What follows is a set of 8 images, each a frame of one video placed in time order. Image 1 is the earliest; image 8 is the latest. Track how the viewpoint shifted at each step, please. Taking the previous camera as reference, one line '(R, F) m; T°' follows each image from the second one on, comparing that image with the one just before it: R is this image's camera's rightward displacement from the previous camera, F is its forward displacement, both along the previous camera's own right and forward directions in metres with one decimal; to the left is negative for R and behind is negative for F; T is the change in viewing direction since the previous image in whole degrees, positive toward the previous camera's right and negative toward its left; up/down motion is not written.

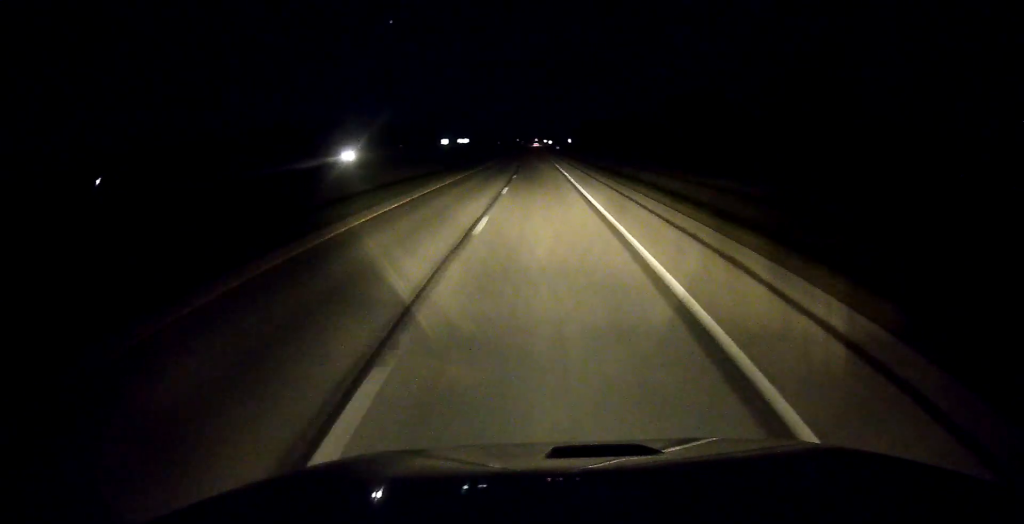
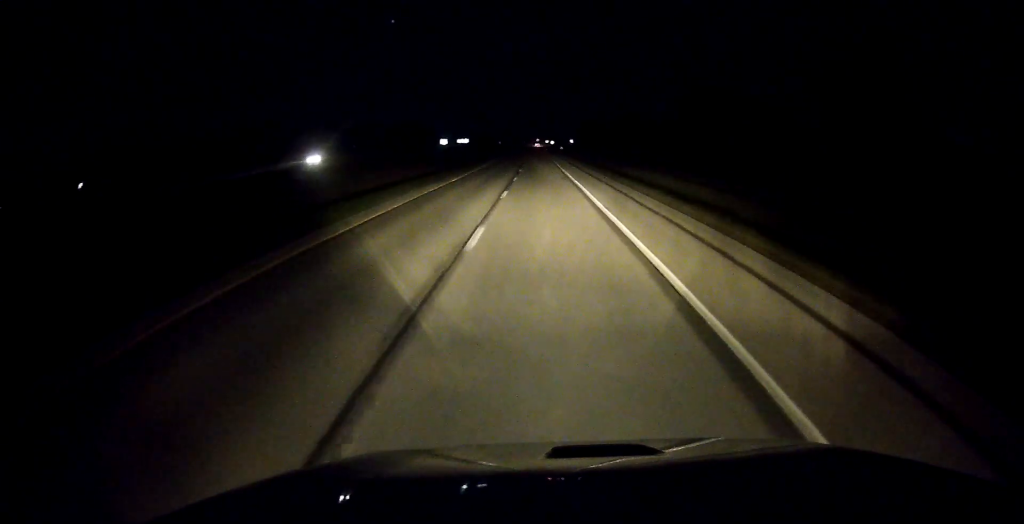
(0.0, +14.2) m; 0°
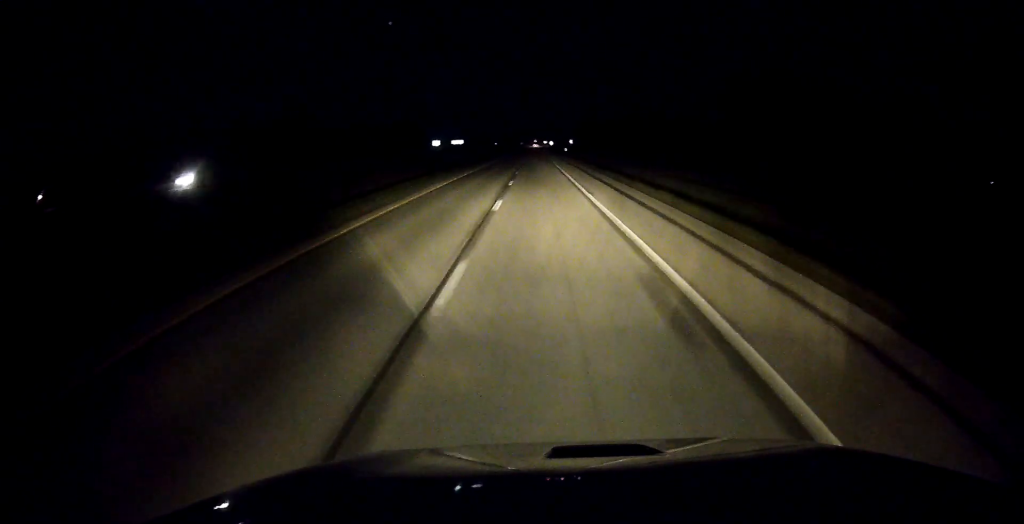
(+0.1, +28.4) m; 0°
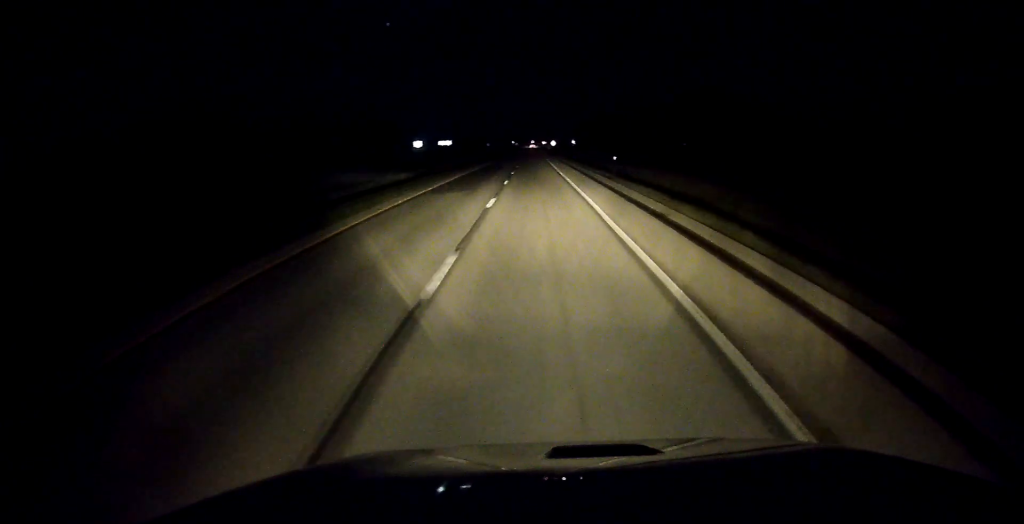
(-0.3, +70.9) m; 0°
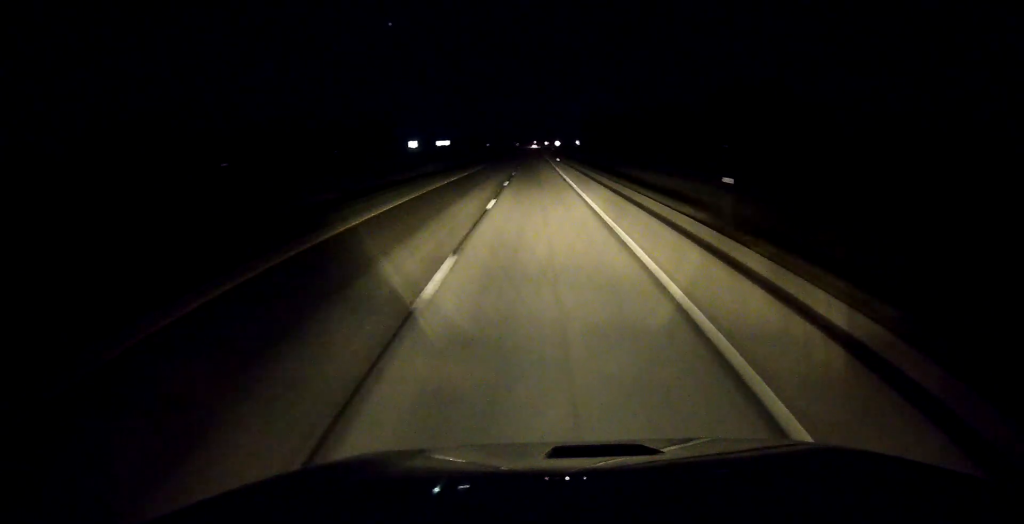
(0.0, +24.3) m; 0°
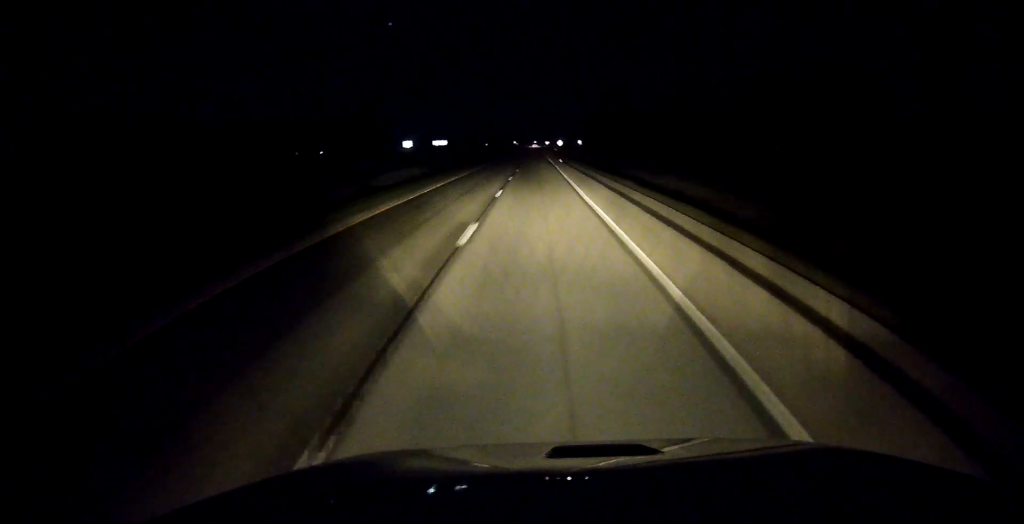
(0.0, +19.3) m; 0°
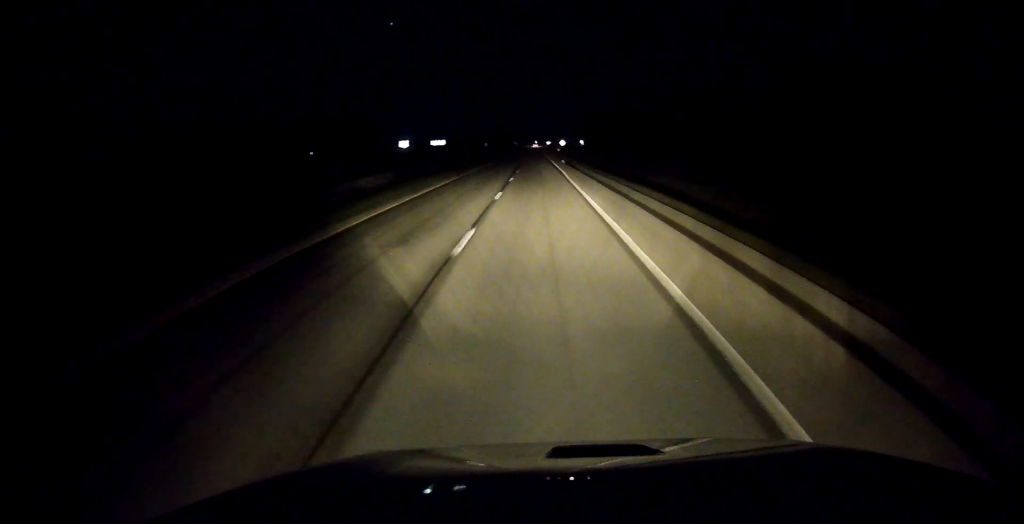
(0.0, +13.2) m; 0°
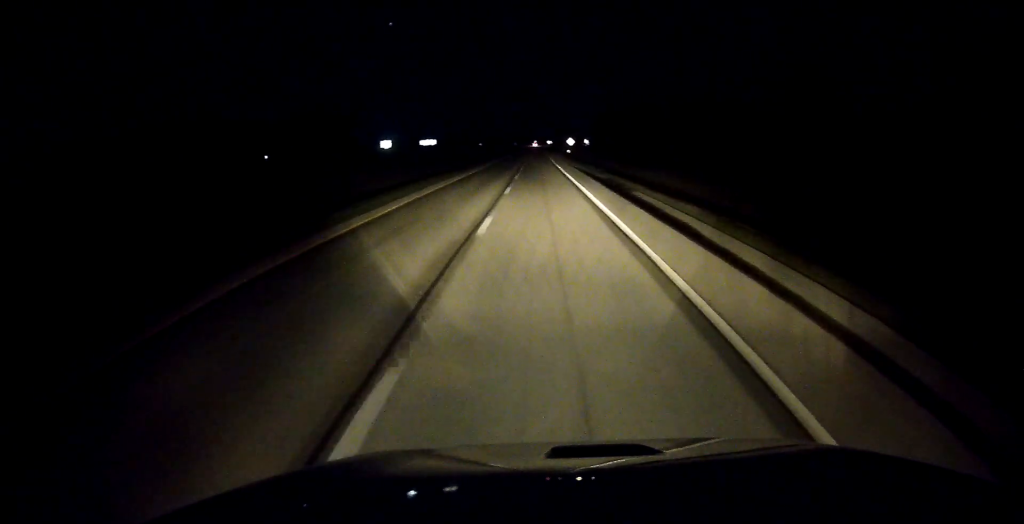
(+0.2, +45.9) m; 0°
